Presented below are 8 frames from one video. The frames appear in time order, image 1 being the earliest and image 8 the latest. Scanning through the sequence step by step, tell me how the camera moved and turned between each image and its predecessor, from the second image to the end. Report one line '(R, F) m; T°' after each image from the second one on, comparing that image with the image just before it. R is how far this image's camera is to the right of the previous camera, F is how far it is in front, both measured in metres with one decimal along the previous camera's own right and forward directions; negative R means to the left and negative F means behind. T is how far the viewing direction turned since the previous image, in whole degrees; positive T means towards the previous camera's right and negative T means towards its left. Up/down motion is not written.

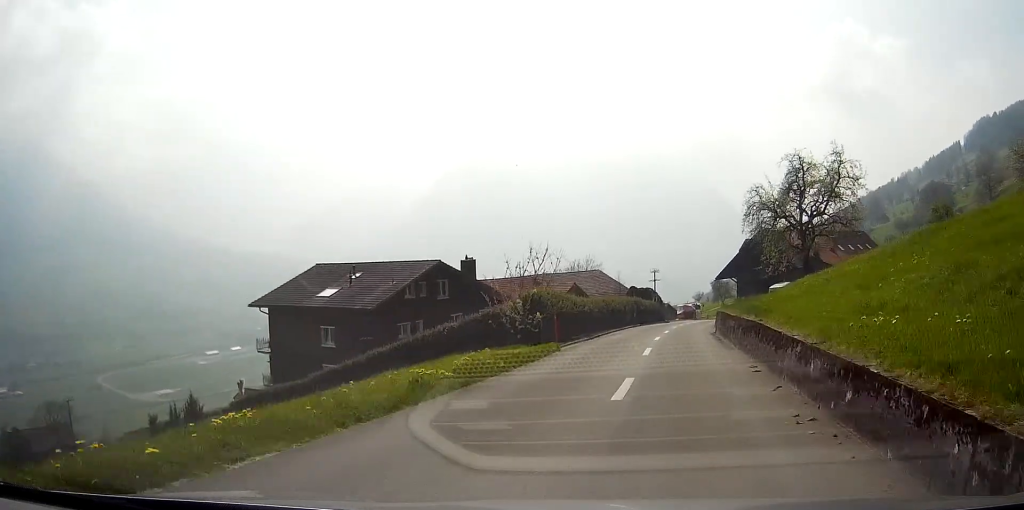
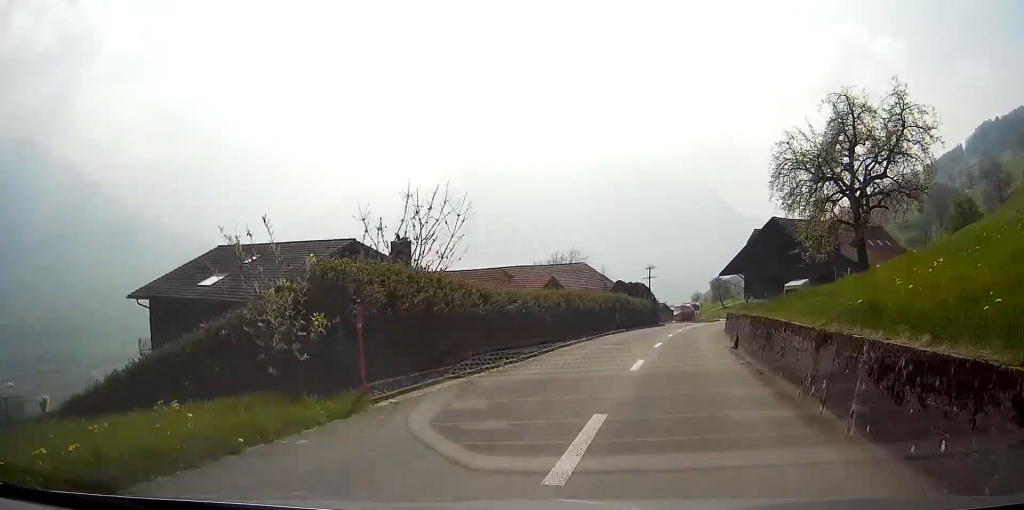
(0.0, +13.5) m; 0°
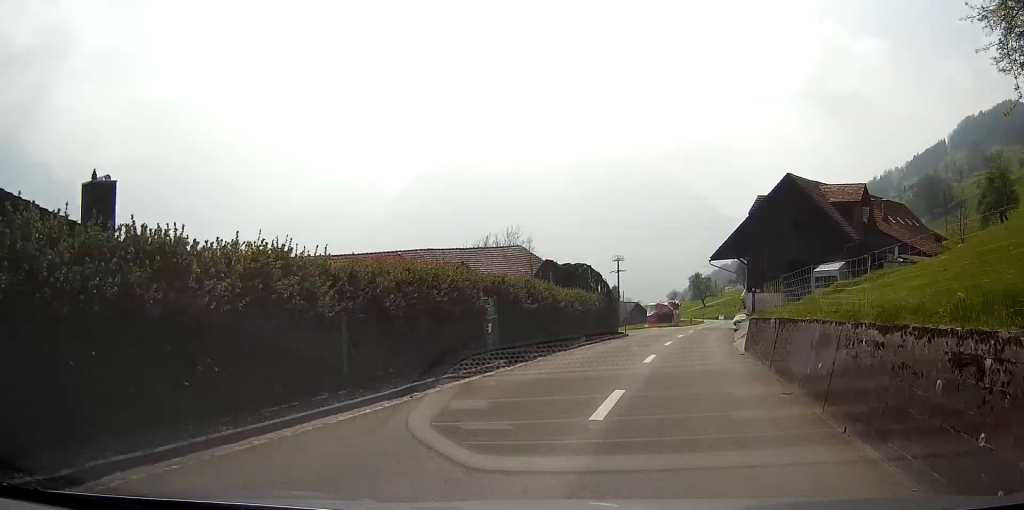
(+0.2, +23.8) m; +2°
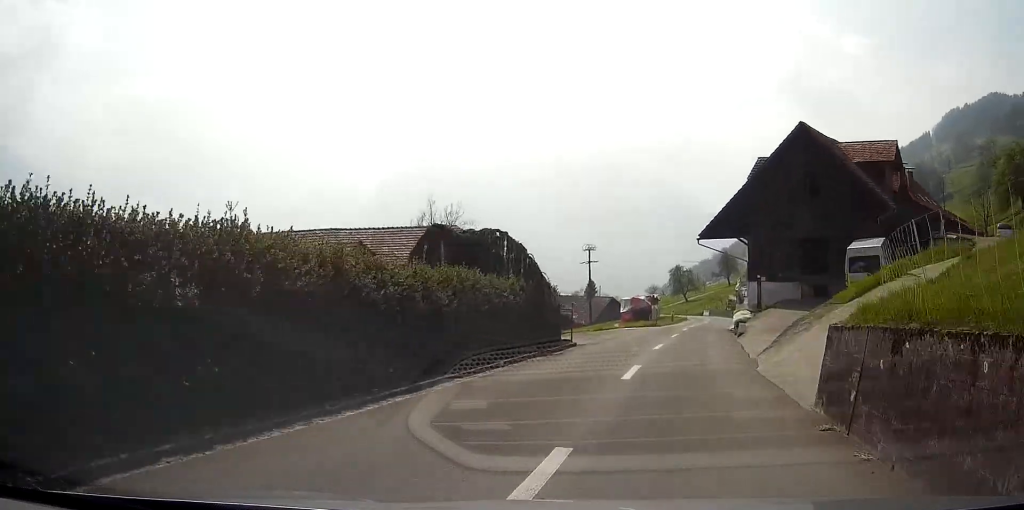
(+0.3, +13.3) m; +1°
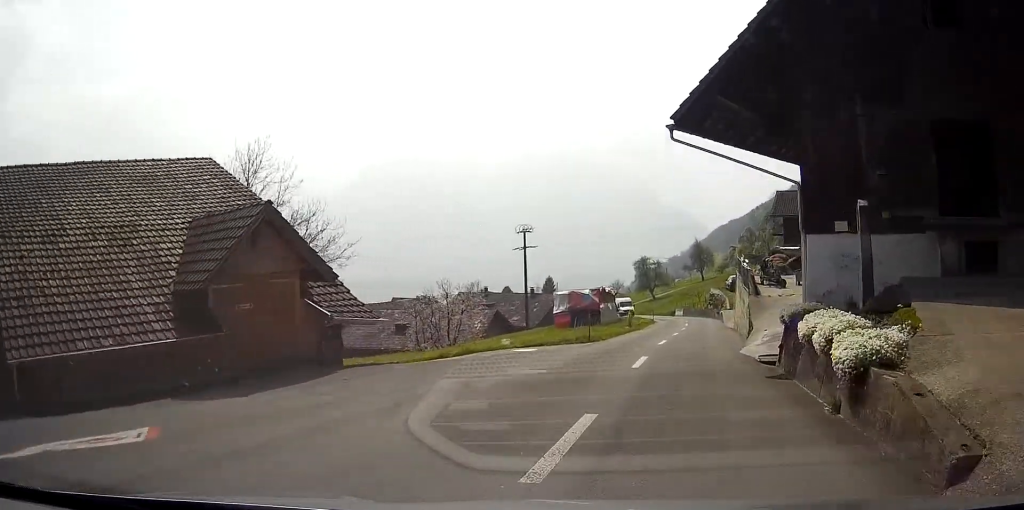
(+0.4, +25.0) m; +2°
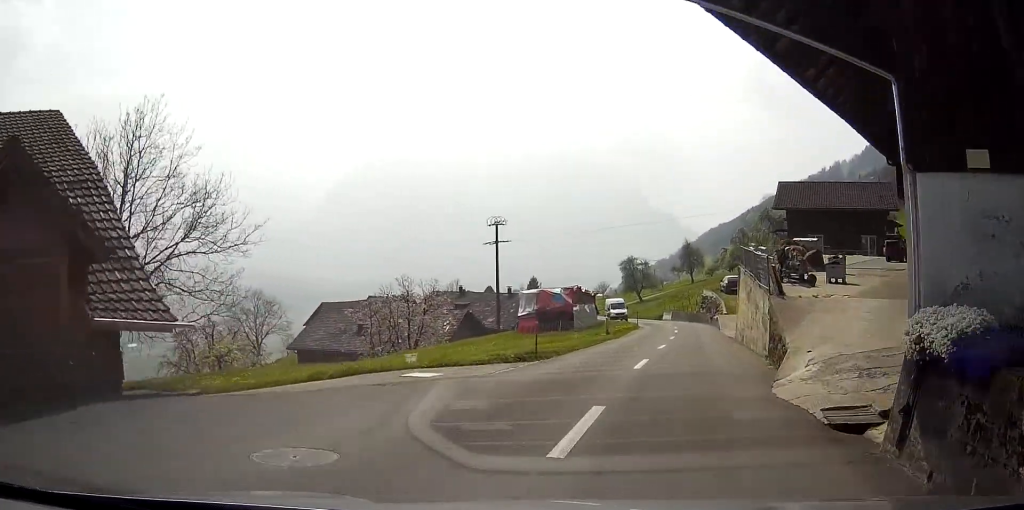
(+0.1, +8.2) m; +1°
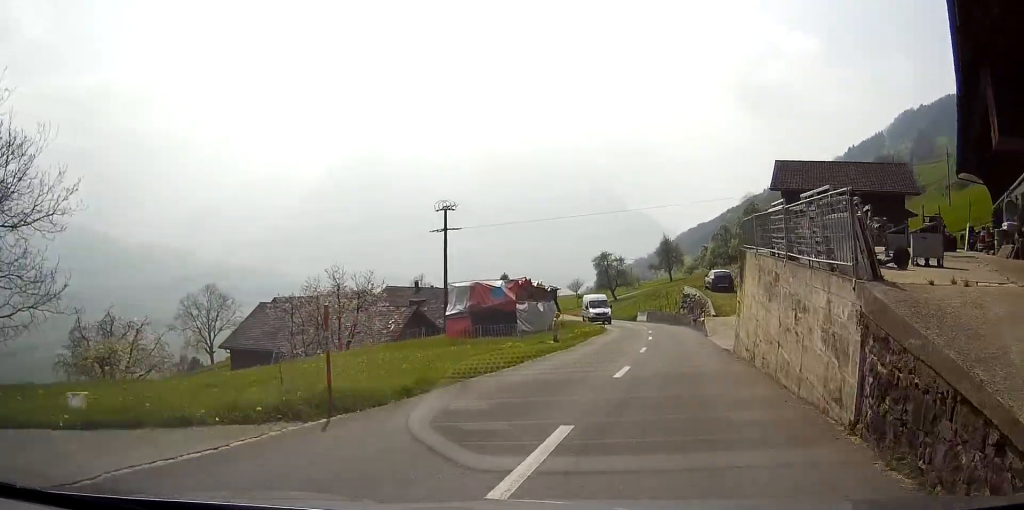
(+0.1, +10.3) m; +1°
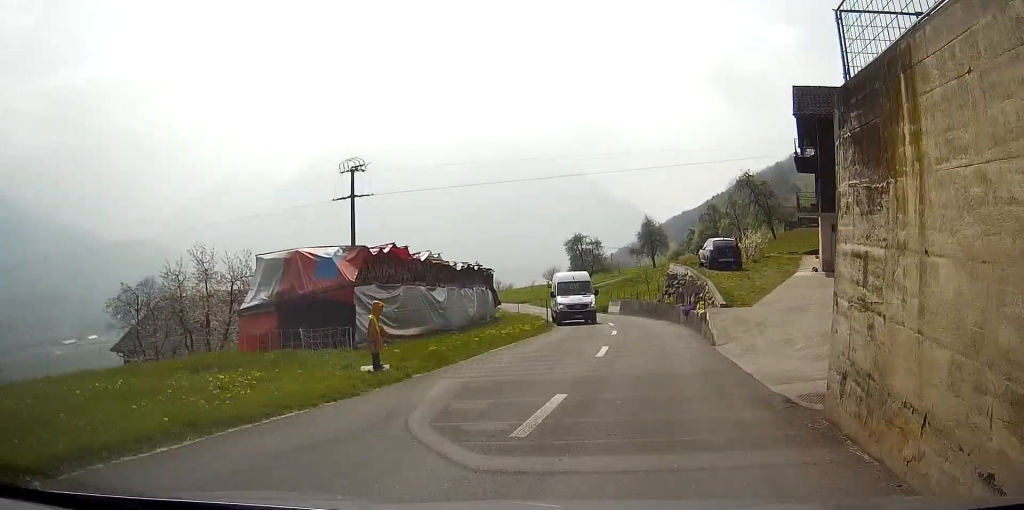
(+0.2, +17.0) m; +1°
